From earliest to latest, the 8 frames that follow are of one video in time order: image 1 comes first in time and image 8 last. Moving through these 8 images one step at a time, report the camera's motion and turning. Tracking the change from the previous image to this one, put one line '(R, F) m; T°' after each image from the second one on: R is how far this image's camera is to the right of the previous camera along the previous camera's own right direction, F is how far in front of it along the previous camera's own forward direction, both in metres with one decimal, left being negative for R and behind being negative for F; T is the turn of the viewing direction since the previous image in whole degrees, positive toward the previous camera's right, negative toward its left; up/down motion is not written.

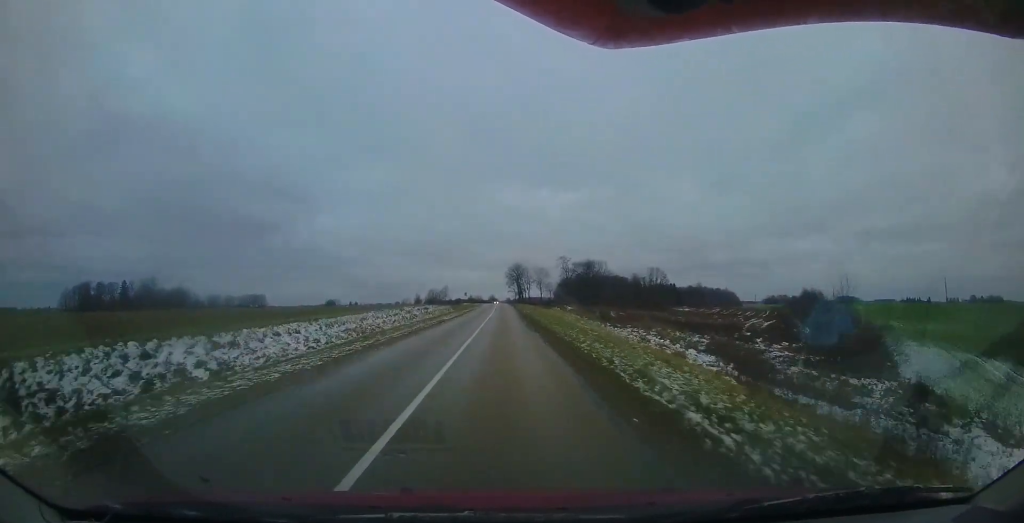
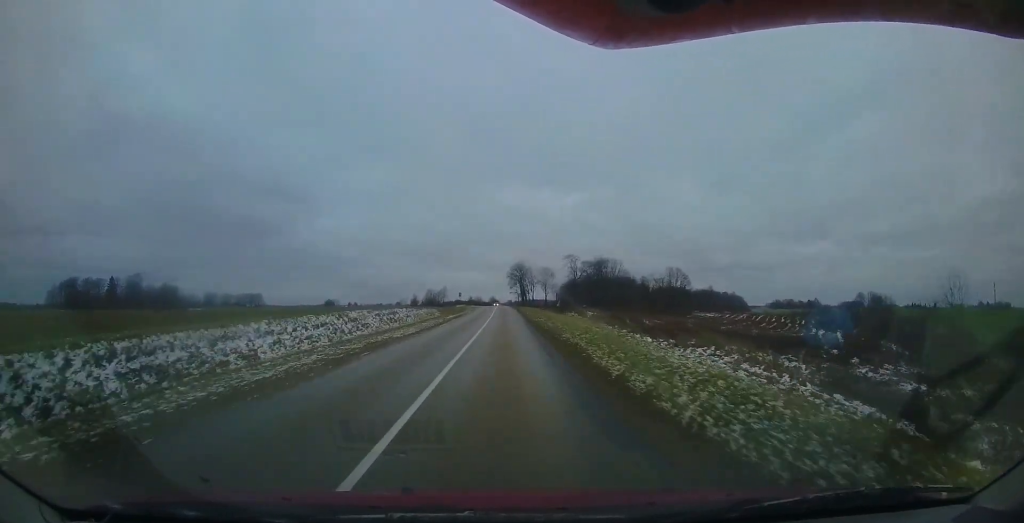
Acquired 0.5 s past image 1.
(0.0, +13.5) m; 0°
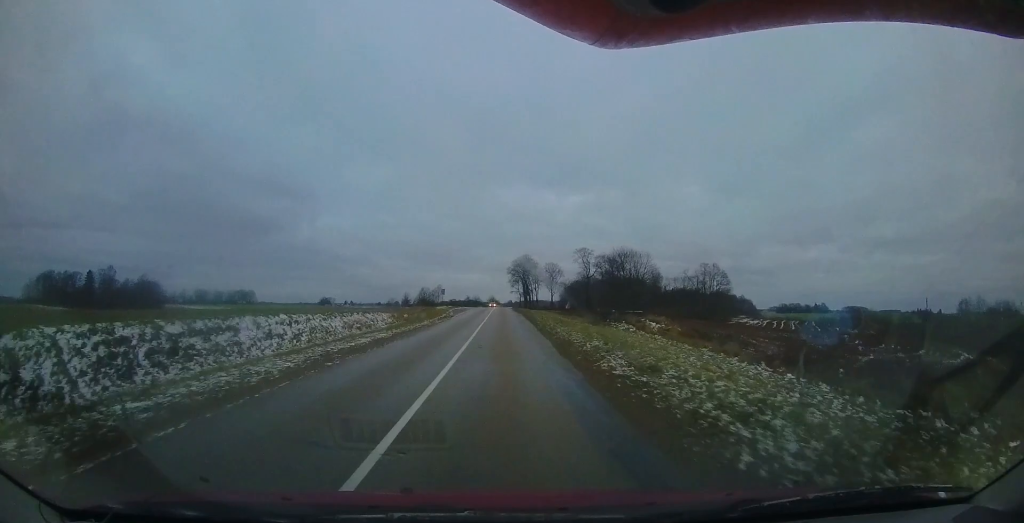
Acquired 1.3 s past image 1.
(0.0, +20.1) m; 0°
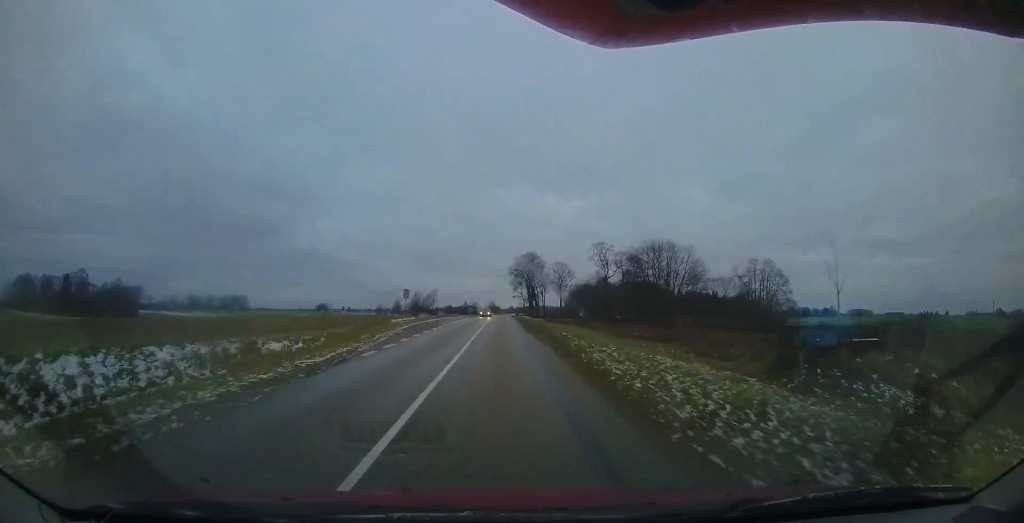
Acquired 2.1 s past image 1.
(+0.2, +20.0) m; 0°
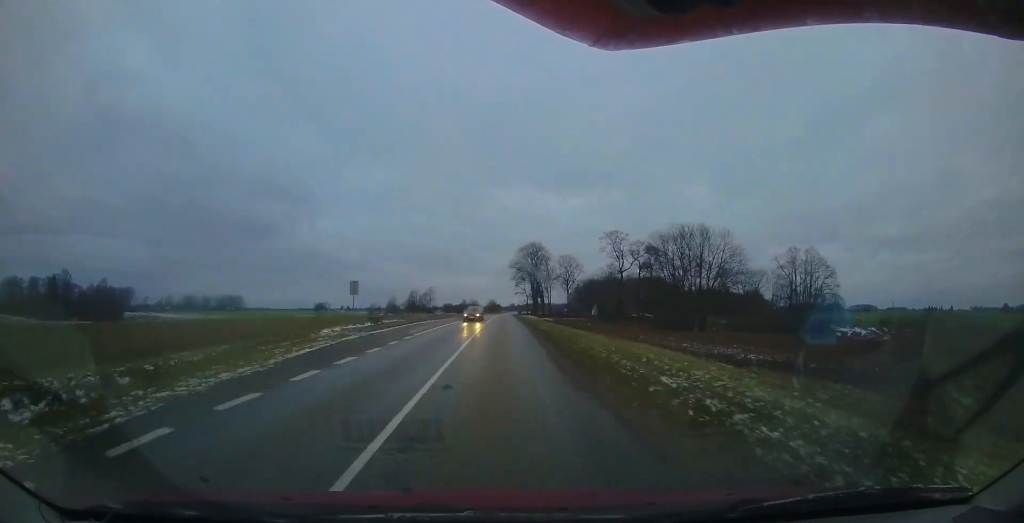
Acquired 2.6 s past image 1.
(-0.1, +11.5) m; 0°
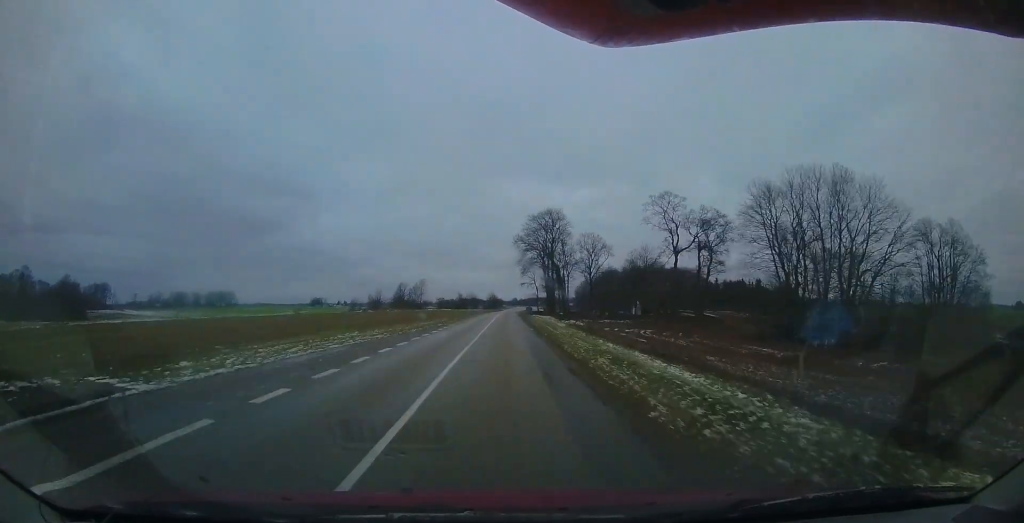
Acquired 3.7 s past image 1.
(+0.1, +26.3) m; +1°
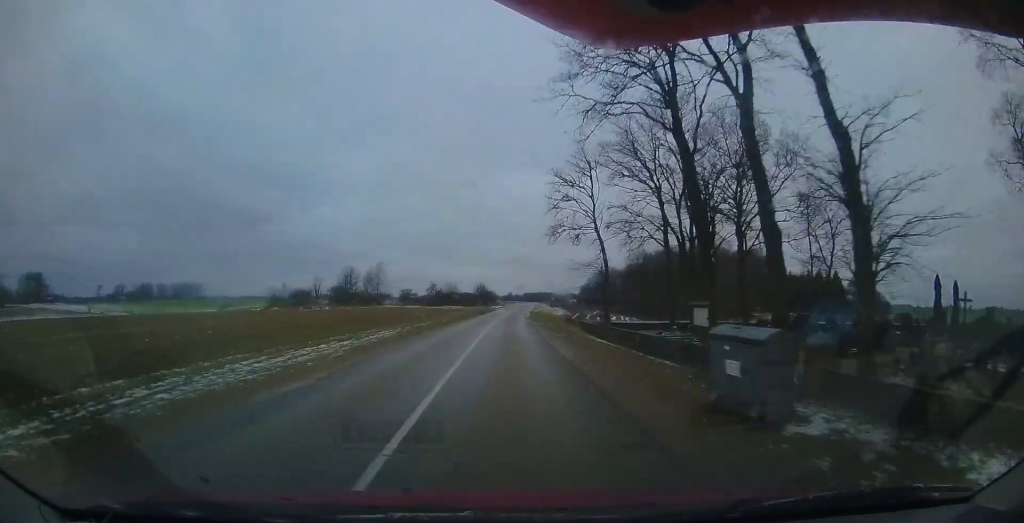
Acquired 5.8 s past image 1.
(0.0, +53.5) m; 0°
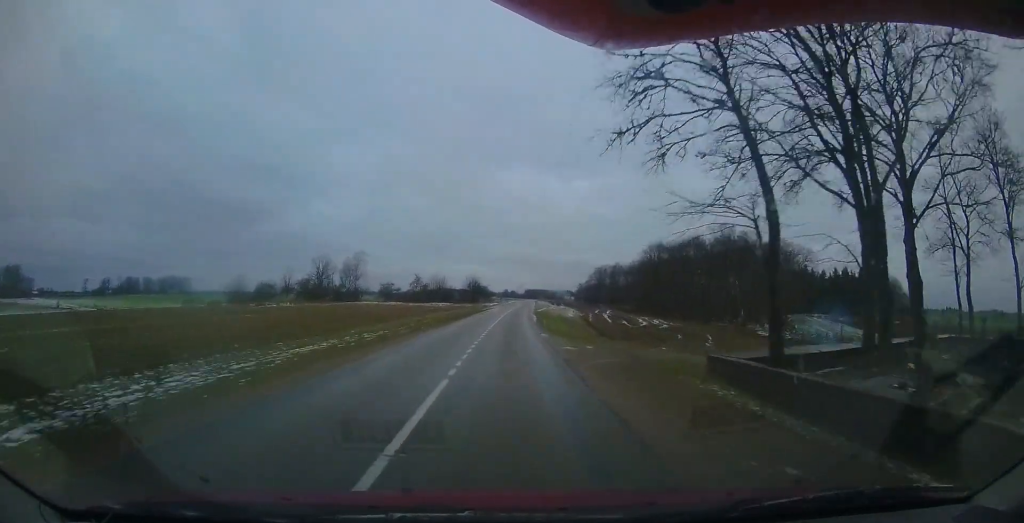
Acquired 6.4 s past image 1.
(0.0, +14.9) m; +1°
